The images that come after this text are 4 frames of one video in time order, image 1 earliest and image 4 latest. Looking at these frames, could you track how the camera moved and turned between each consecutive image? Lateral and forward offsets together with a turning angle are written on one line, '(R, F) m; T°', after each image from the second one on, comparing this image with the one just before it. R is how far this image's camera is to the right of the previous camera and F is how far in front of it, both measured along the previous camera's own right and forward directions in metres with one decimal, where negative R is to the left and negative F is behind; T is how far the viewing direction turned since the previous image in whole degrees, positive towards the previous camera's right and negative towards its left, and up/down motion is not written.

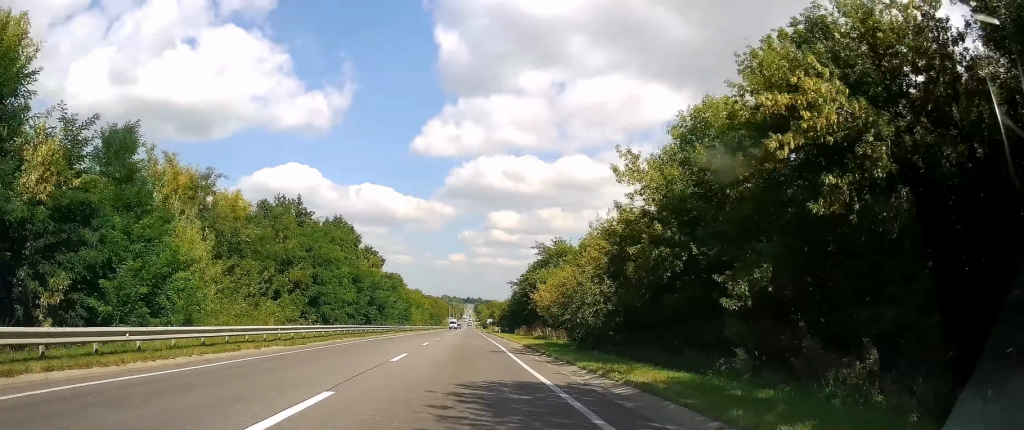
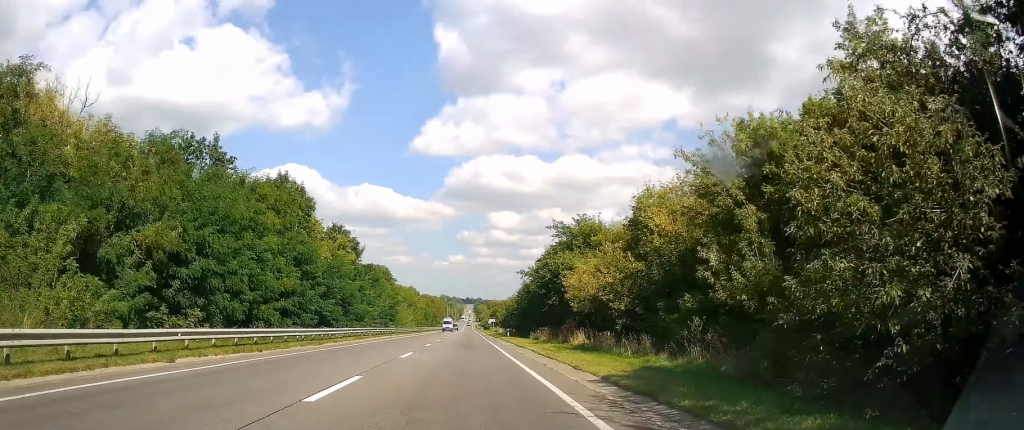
(-0.2, +22.3) m; 0°
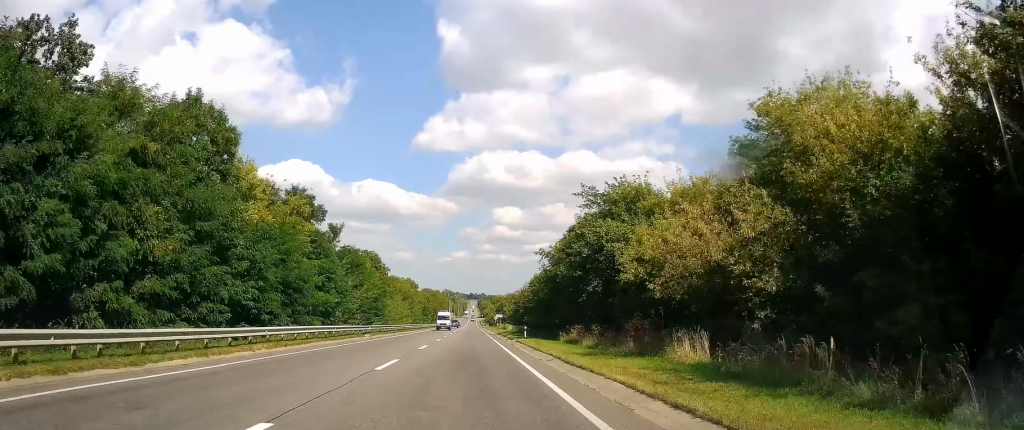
(0.0, +18.4) m; 0°
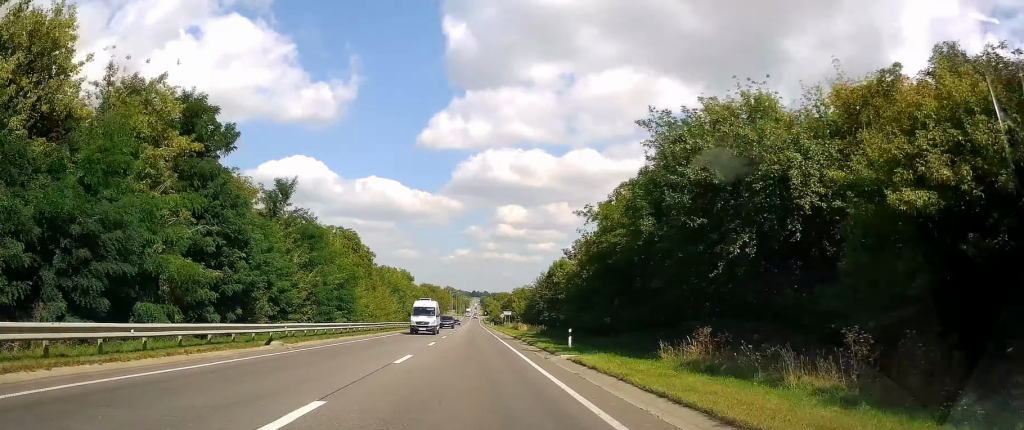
(+0.3, +23.1) m; 0°
